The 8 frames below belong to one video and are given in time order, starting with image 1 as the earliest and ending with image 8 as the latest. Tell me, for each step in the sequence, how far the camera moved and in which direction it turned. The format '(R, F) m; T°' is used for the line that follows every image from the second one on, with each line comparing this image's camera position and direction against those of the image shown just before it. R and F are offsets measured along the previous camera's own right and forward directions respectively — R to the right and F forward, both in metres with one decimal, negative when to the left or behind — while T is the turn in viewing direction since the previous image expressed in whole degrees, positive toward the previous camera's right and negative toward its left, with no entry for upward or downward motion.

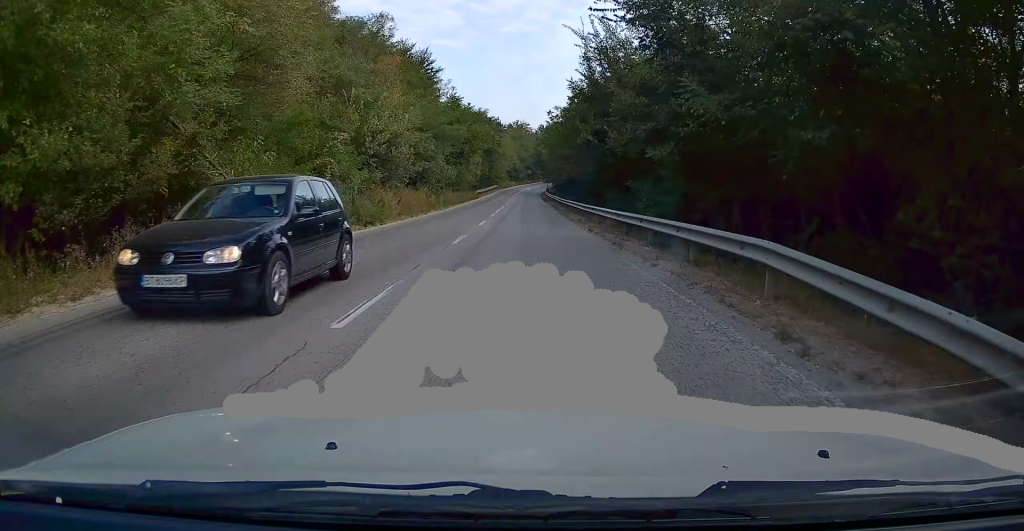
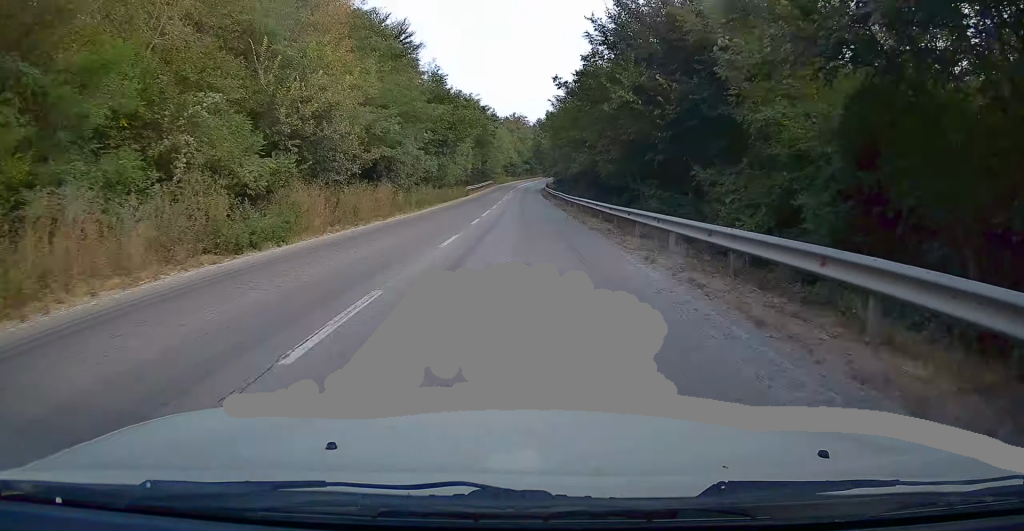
(+0.1, +10.6) m; 0°
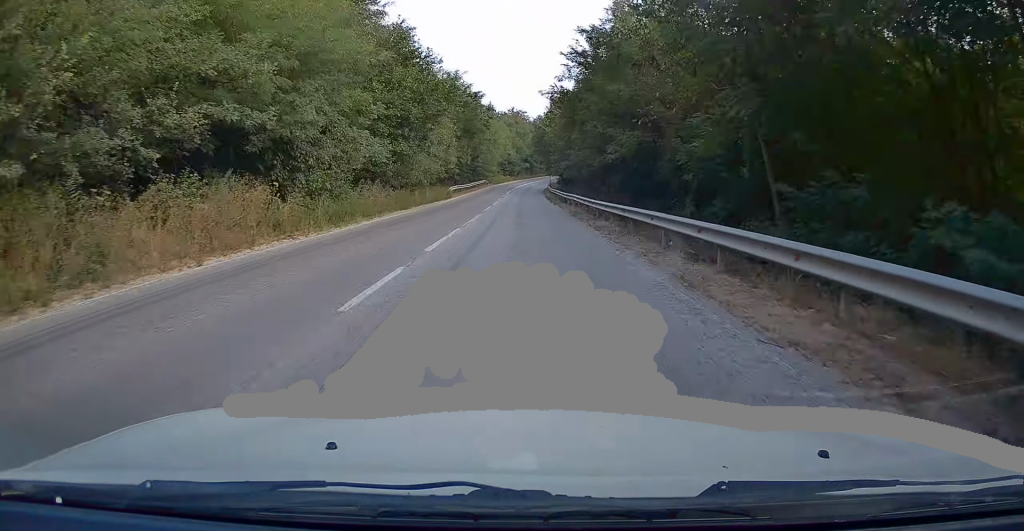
(+0.1, +15.6) m; 0°
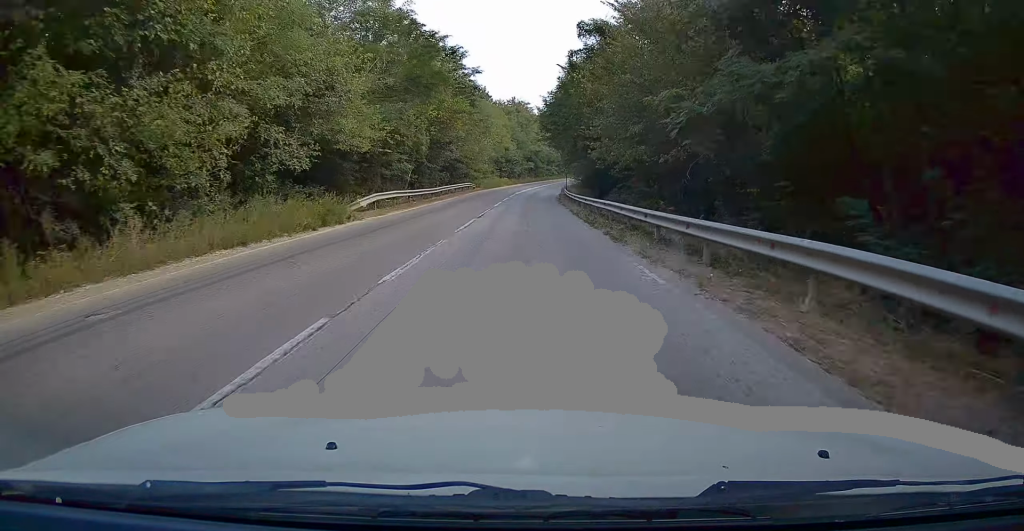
(-0.2, +31.2) m; 0°
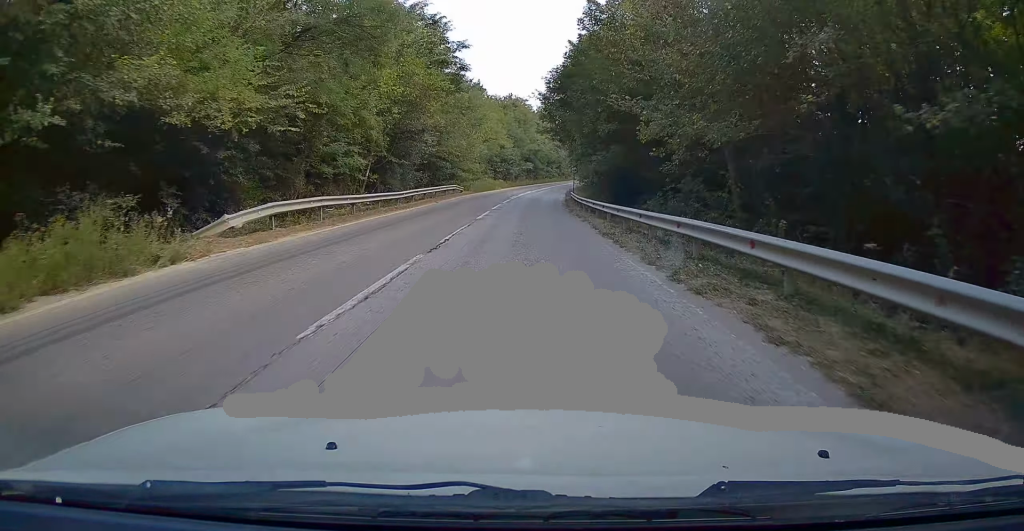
(+0.1, +11.5) m; 0°
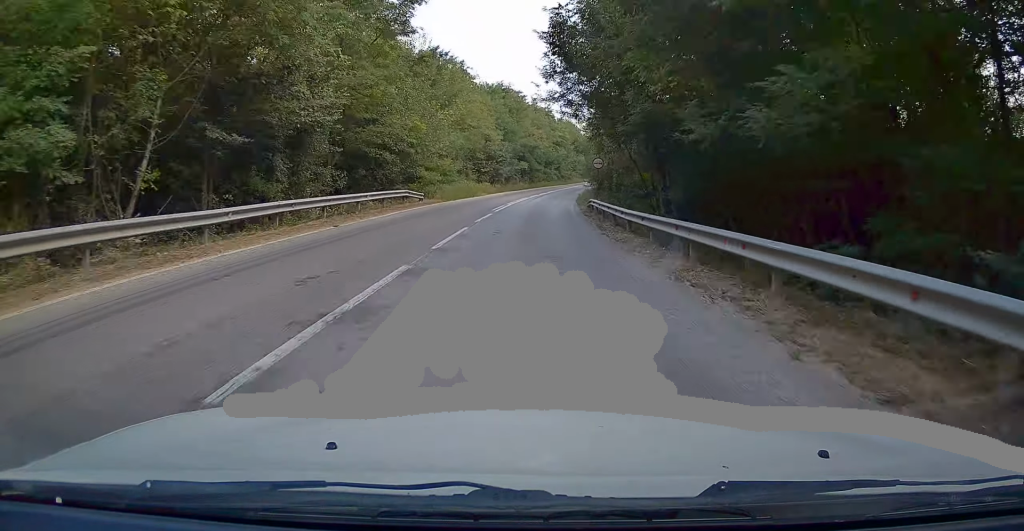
(-0.1, +19.7) m; +1°
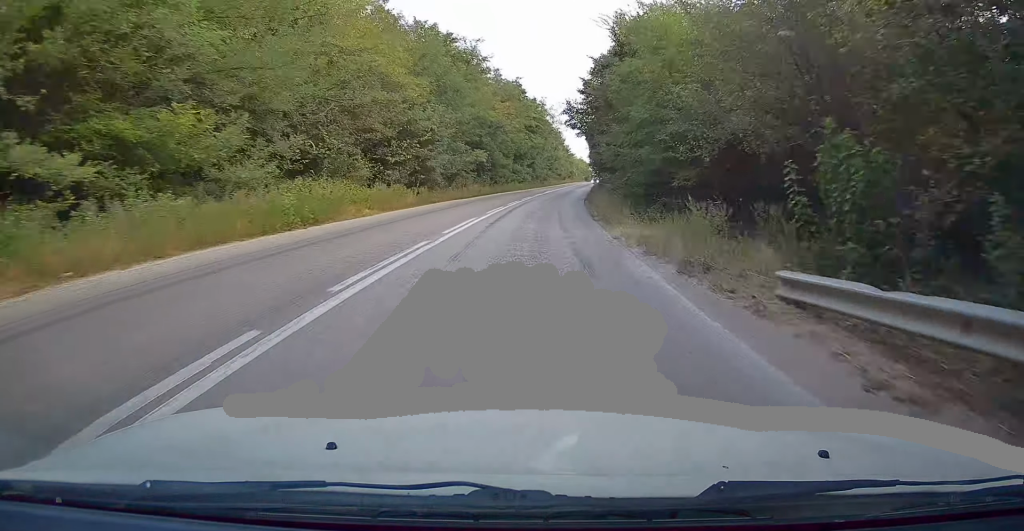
(+0.5, +32.9) m; +2°
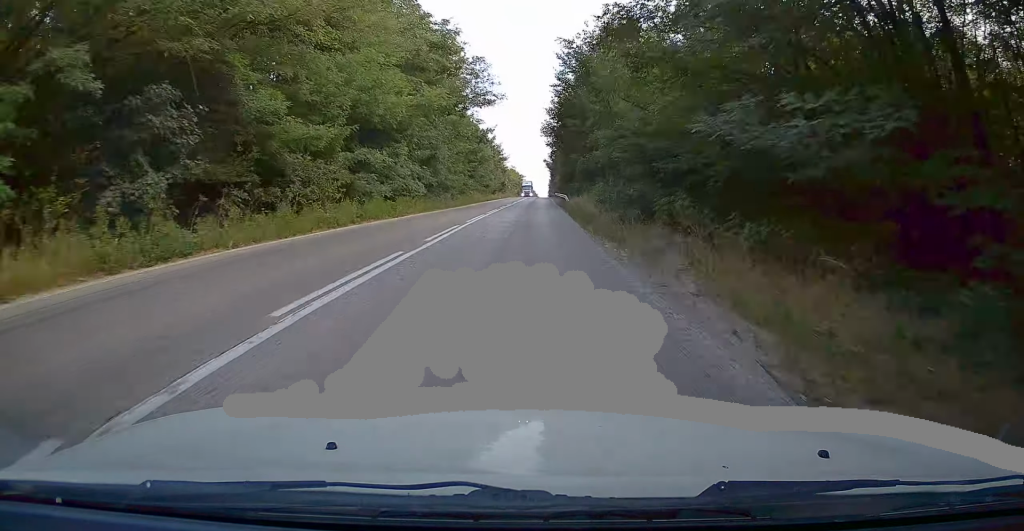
(+1.5, +45.3) m; +4°
